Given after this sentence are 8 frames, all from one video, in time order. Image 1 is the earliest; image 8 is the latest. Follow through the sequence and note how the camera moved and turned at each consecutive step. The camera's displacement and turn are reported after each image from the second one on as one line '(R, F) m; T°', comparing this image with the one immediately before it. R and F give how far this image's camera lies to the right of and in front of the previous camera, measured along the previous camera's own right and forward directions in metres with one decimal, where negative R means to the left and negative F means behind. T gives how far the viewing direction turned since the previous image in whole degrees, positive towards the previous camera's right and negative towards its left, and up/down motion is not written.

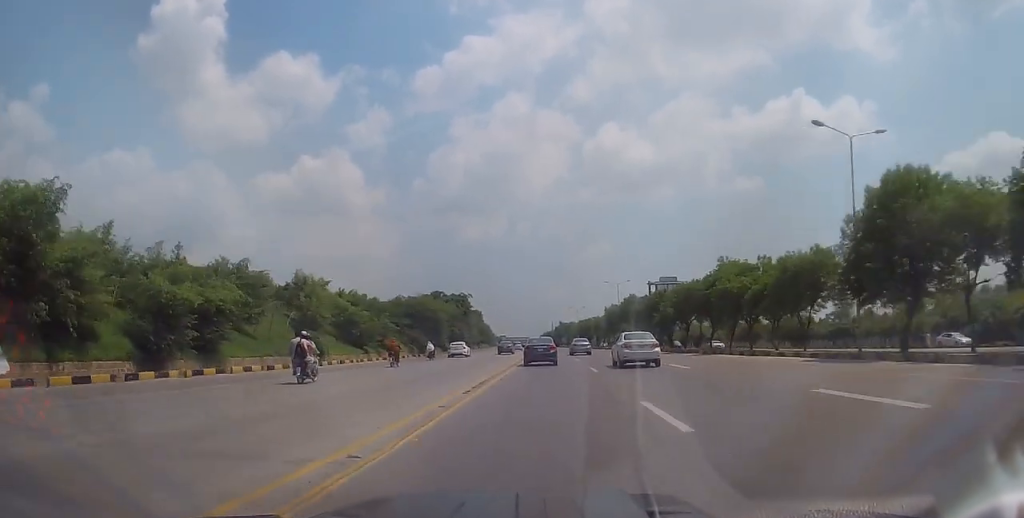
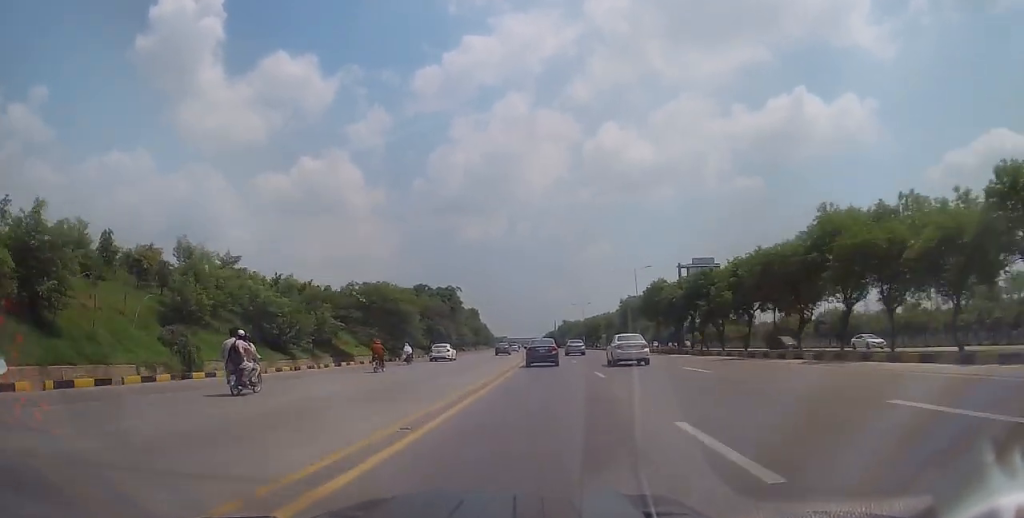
(+0.3, +18.8) m; 0°
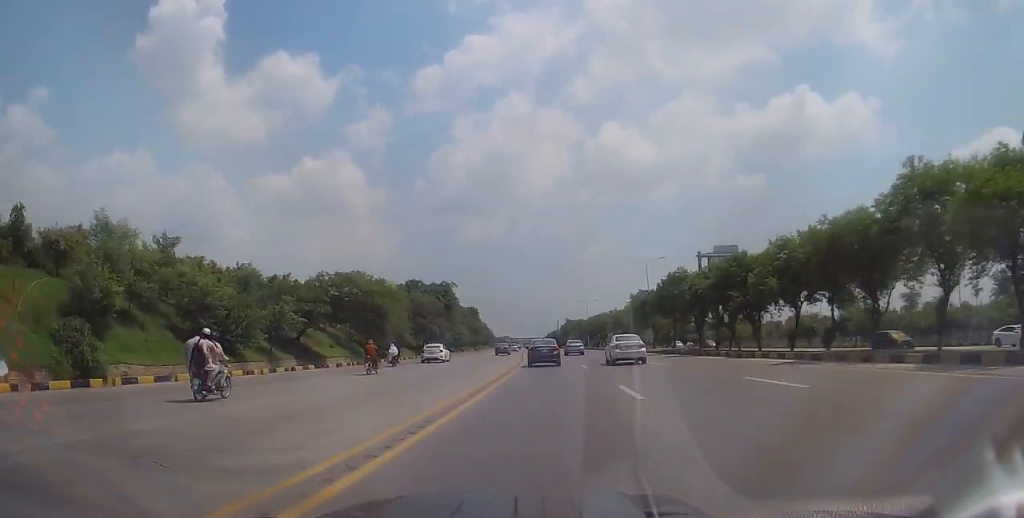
(-0.2, +8.0) m; -1°
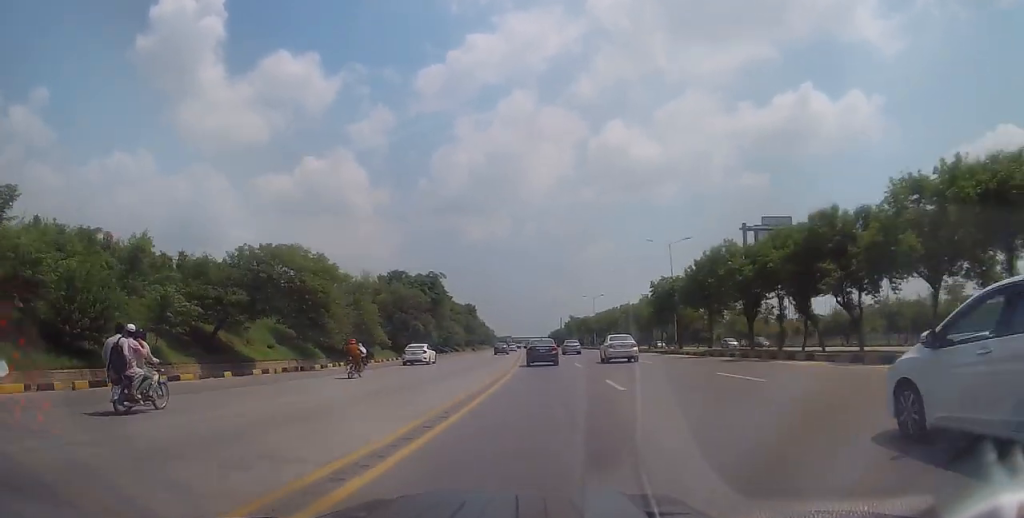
(-0.1, +13.2) m; -1°
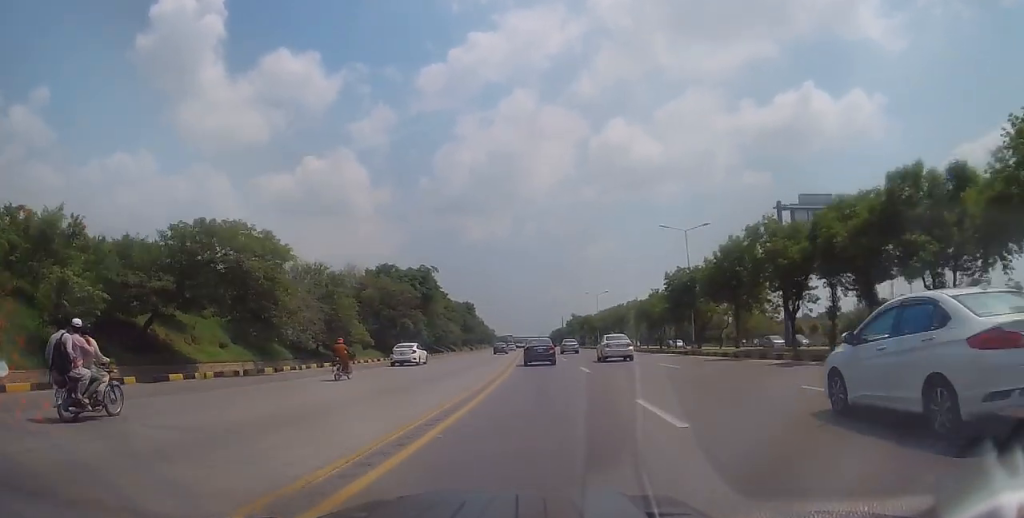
(0.0, +6.9) m; 0°
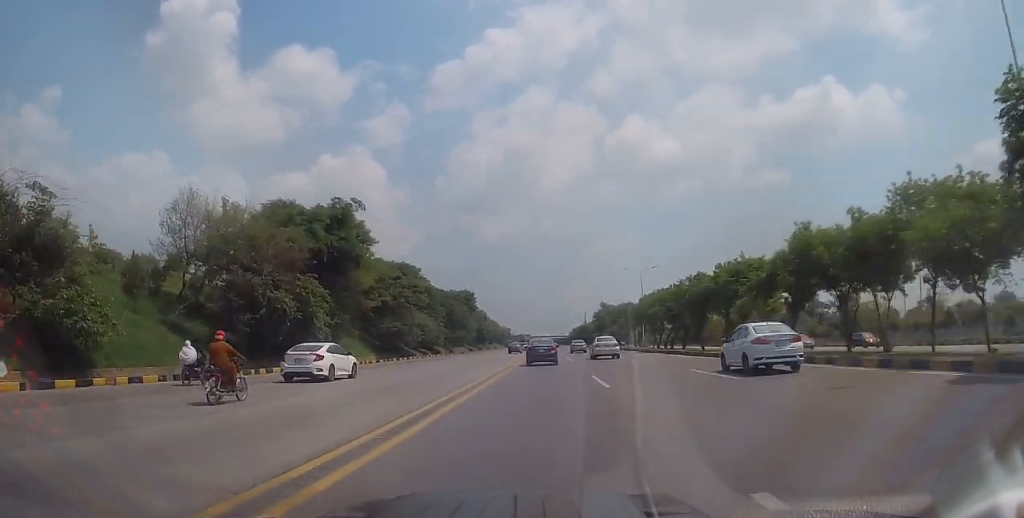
(+0.1, +39.8) m; +1°
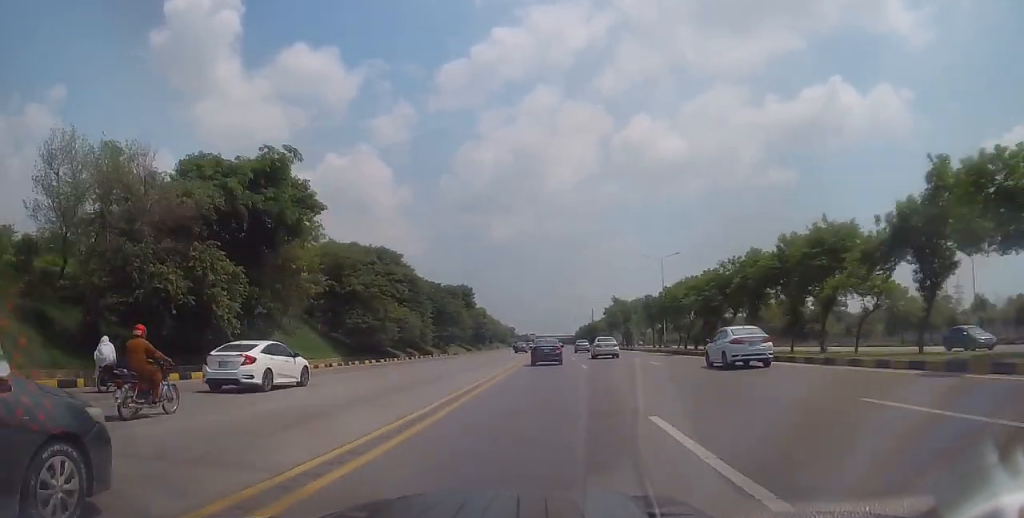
(+0.2, +12.5) m; -1°
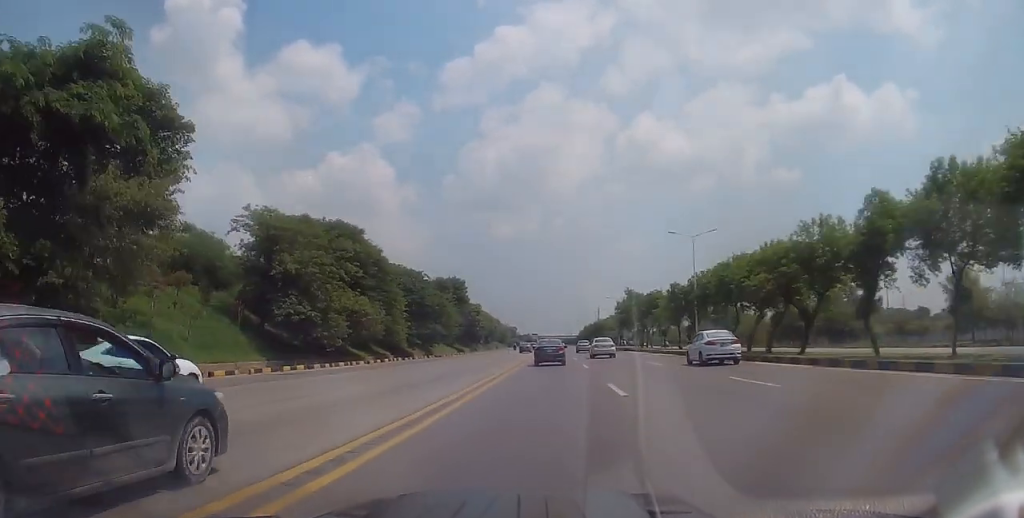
(-0.2, +15.1) m; -2°
